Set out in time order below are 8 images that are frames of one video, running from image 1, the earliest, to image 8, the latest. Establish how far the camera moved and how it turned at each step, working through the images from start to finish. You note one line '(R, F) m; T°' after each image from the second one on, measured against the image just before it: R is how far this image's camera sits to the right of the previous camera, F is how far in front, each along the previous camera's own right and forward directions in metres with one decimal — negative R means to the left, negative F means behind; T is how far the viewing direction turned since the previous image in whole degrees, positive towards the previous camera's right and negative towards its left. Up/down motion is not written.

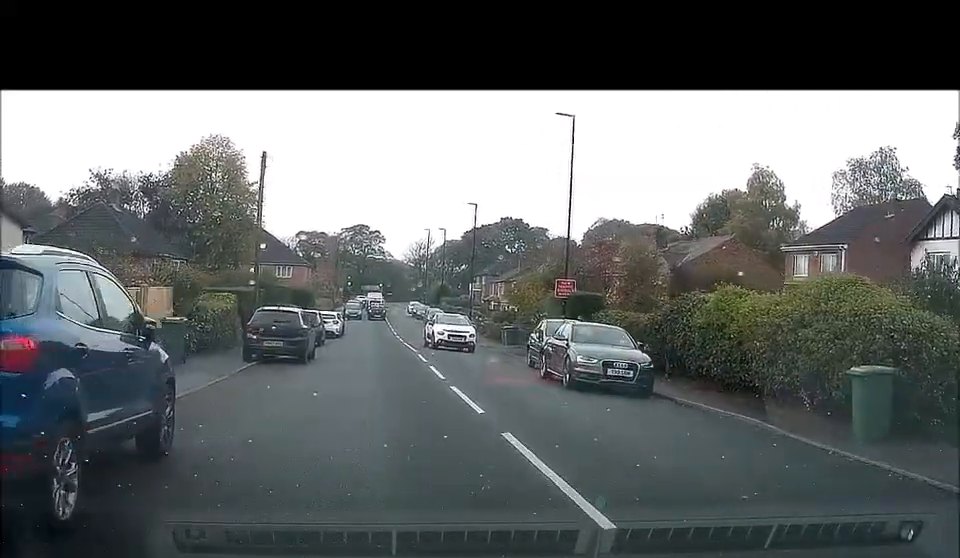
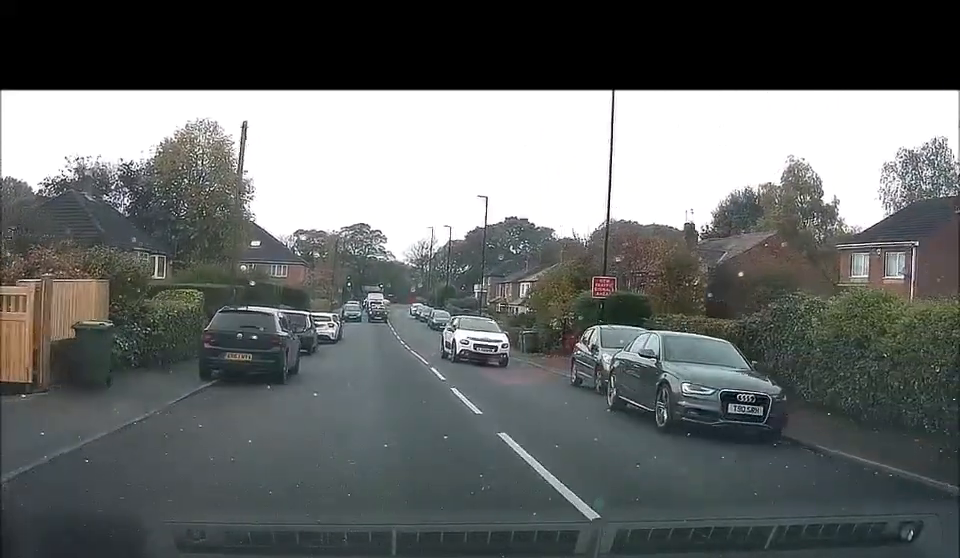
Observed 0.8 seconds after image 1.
(+0.1, +5.8) m; 0°
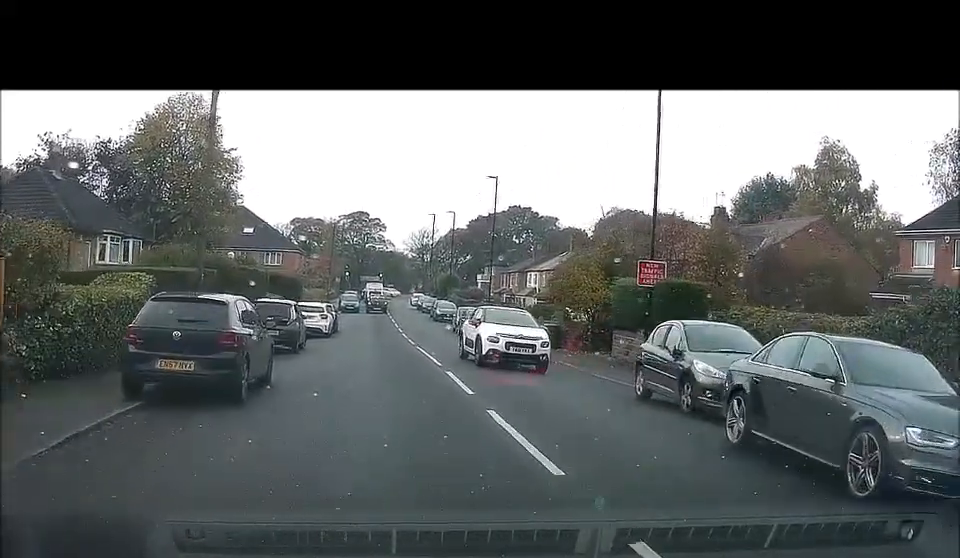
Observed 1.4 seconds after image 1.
(+0.2, +5.1) m; -2°
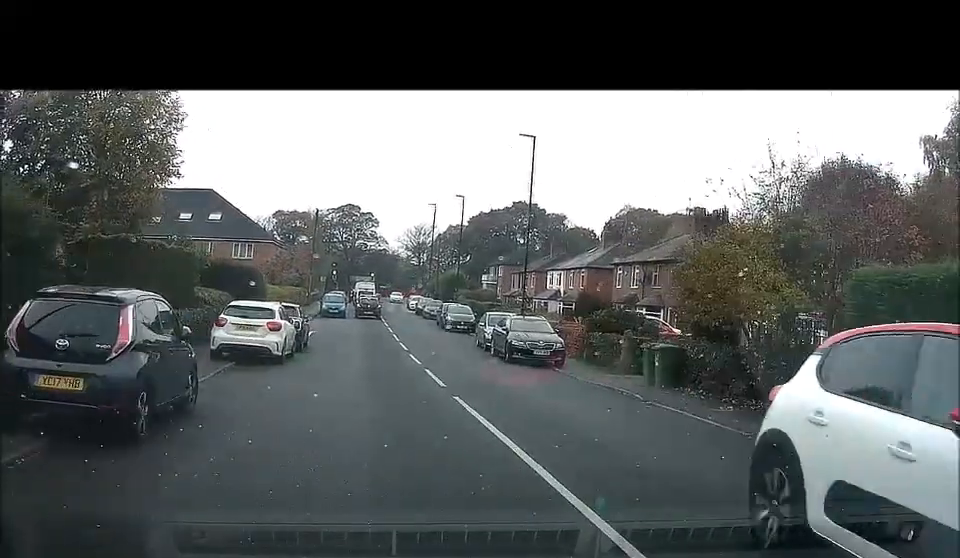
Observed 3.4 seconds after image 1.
(+0.3, +15.5) m; +1°
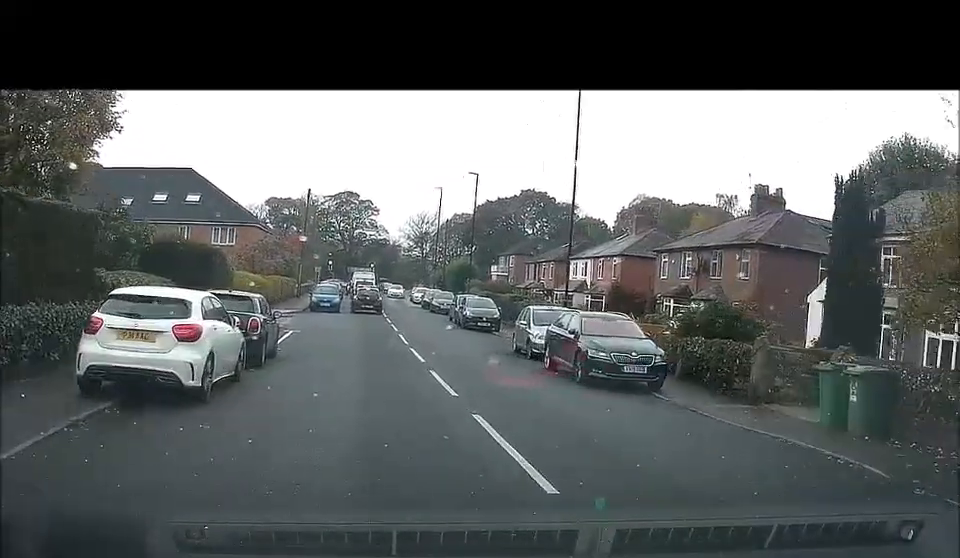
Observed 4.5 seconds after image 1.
(-0.7, +9.4) m; -3°
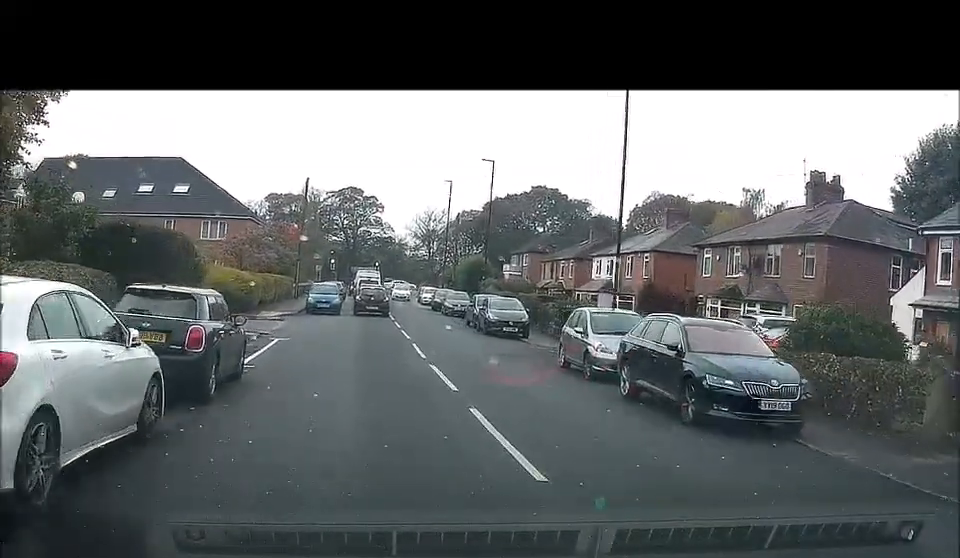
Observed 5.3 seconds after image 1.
(+0.2, +6.3) m; +2°
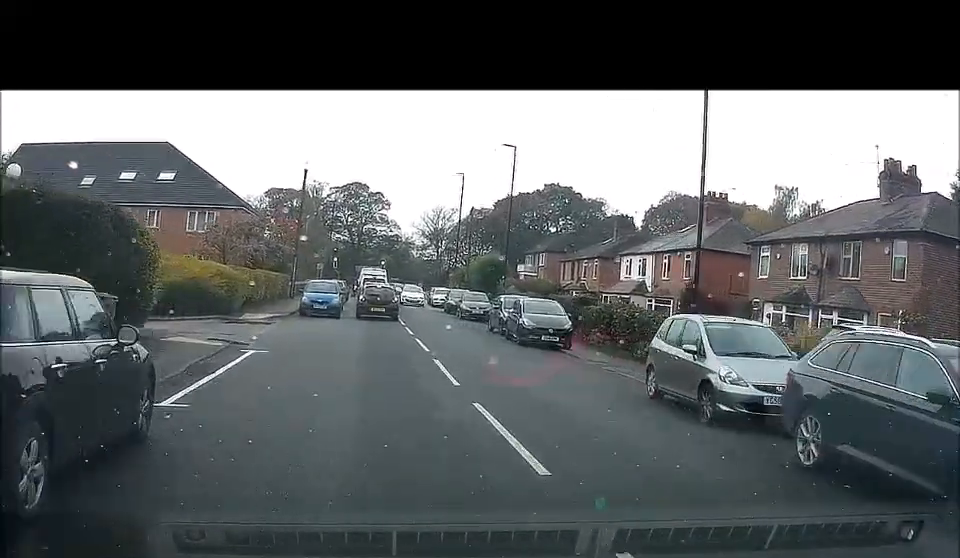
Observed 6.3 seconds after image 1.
(+0.1, +6.6) m; 0°
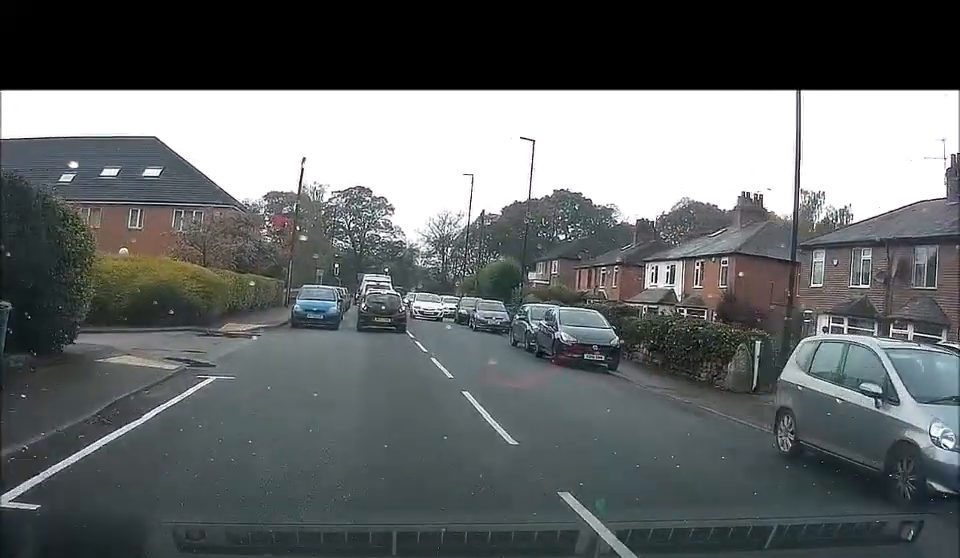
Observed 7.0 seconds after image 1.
(-0.1, +4.9) m; +1°
